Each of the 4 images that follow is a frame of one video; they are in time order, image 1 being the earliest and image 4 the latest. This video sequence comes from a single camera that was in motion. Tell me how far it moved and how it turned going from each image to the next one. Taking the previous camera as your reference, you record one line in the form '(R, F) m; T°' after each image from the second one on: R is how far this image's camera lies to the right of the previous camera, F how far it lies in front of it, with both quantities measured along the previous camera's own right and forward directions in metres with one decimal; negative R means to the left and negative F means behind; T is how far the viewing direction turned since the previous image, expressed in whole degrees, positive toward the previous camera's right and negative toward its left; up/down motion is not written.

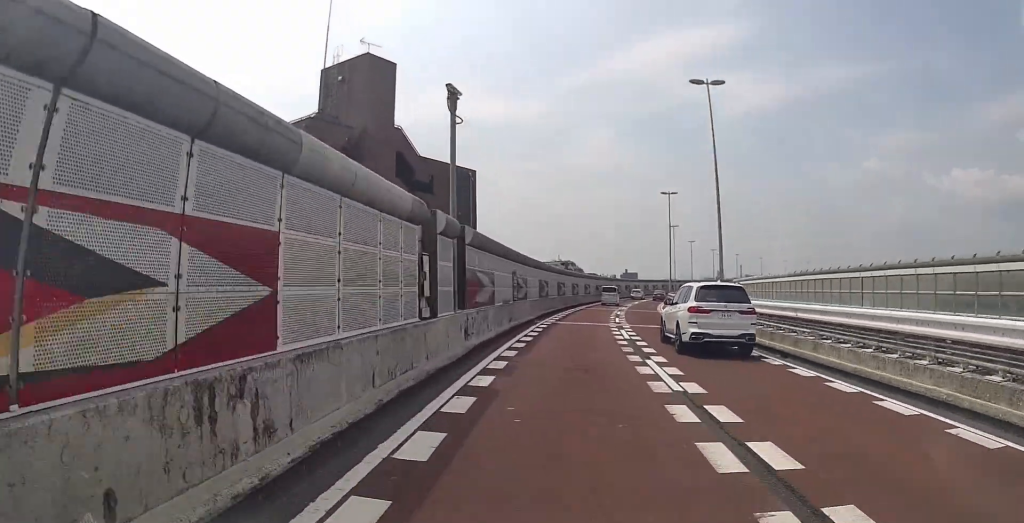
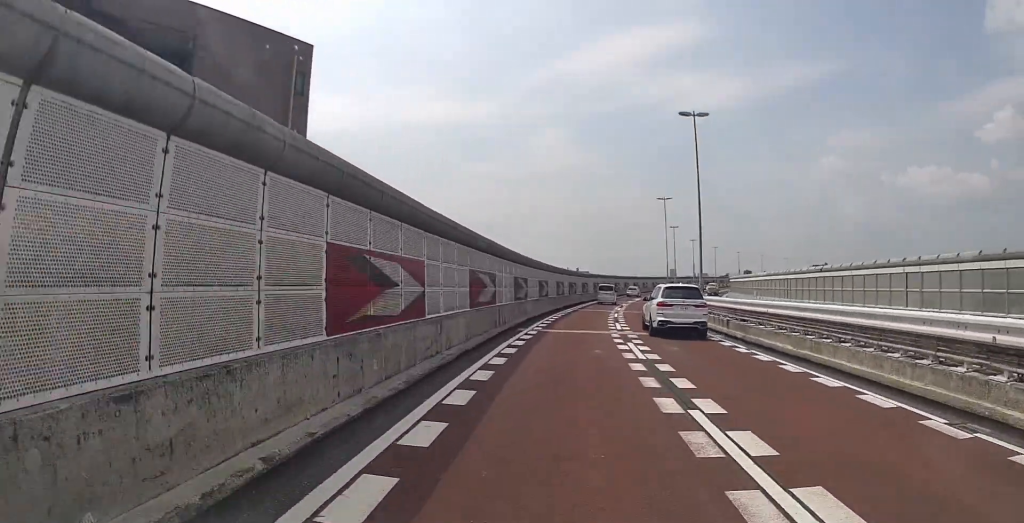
(-0.1, +25.8) m; +2°
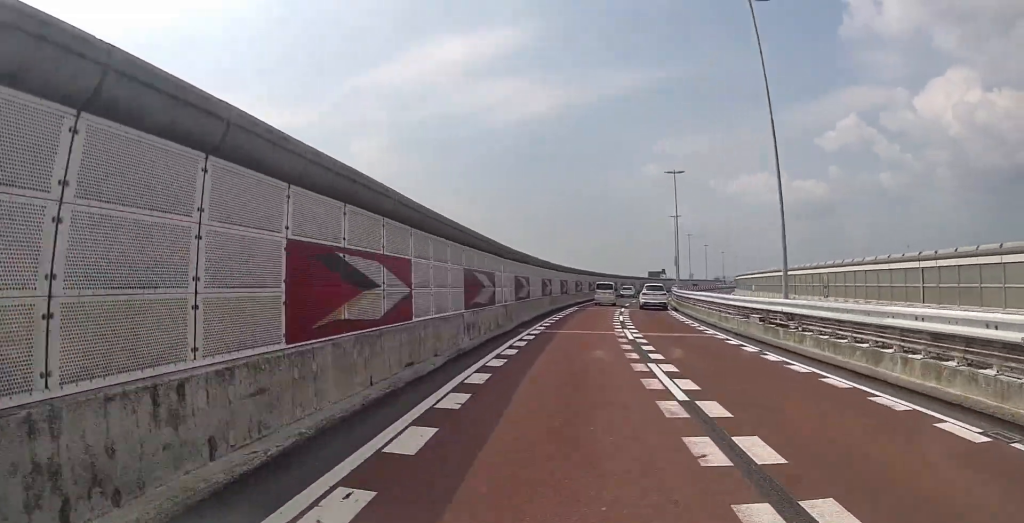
(+17.0, +101.7) m; +18°
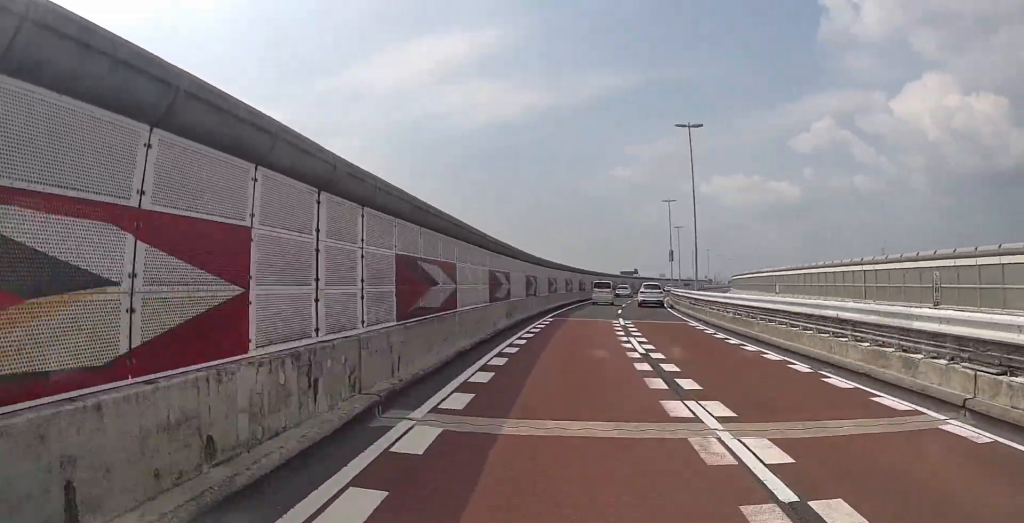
(-0.2, +14.7) m; +3°
